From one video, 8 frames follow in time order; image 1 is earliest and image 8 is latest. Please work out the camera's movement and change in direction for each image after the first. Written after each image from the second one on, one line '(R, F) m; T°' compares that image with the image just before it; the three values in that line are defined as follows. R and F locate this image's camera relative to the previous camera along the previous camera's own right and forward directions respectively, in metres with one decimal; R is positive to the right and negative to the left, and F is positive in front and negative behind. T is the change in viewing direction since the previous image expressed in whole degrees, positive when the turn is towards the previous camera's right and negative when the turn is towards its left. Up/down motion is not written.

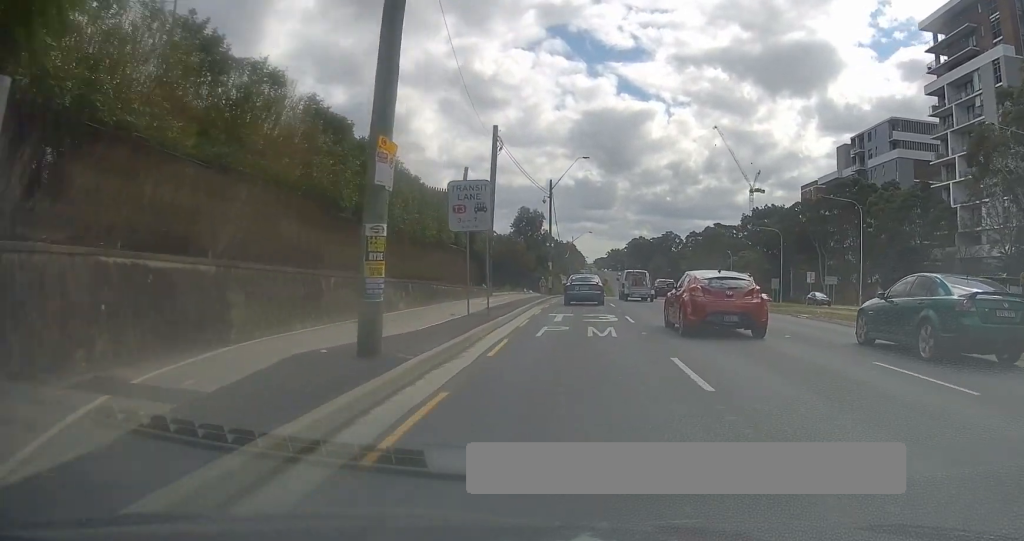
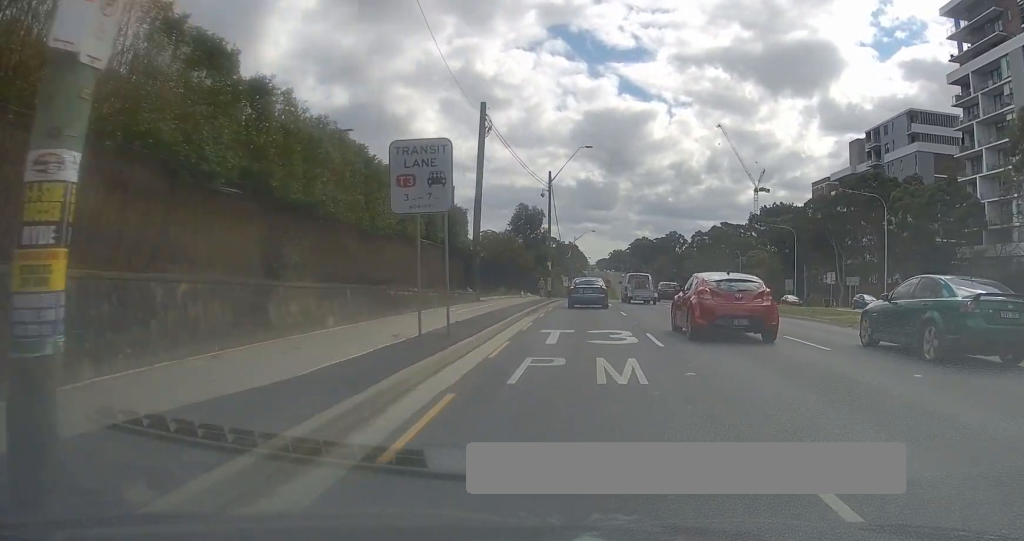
(+0.1, +6.3) m; 0°
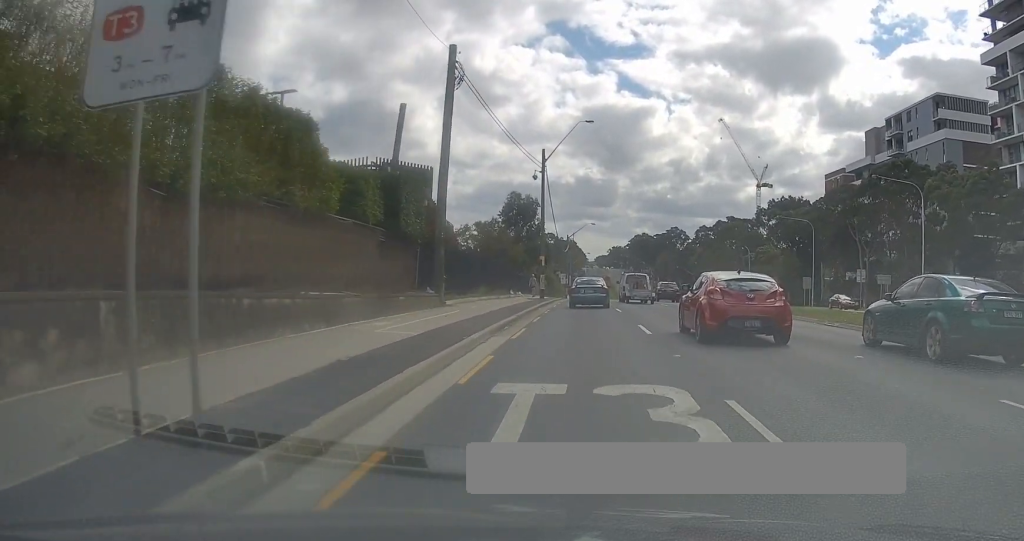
(-0.1, +9.3) m; 0°
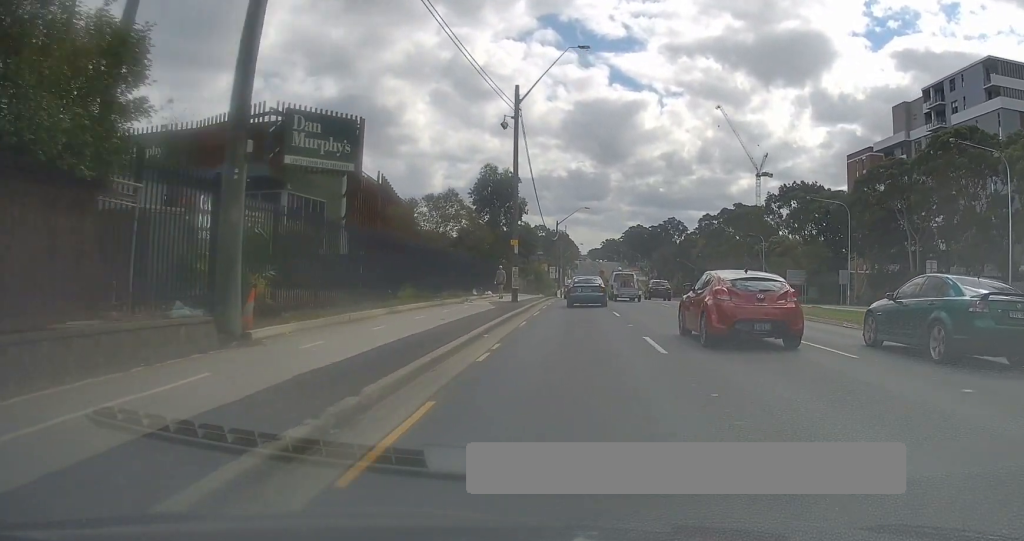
(-0.1, +16.2) m; -1°
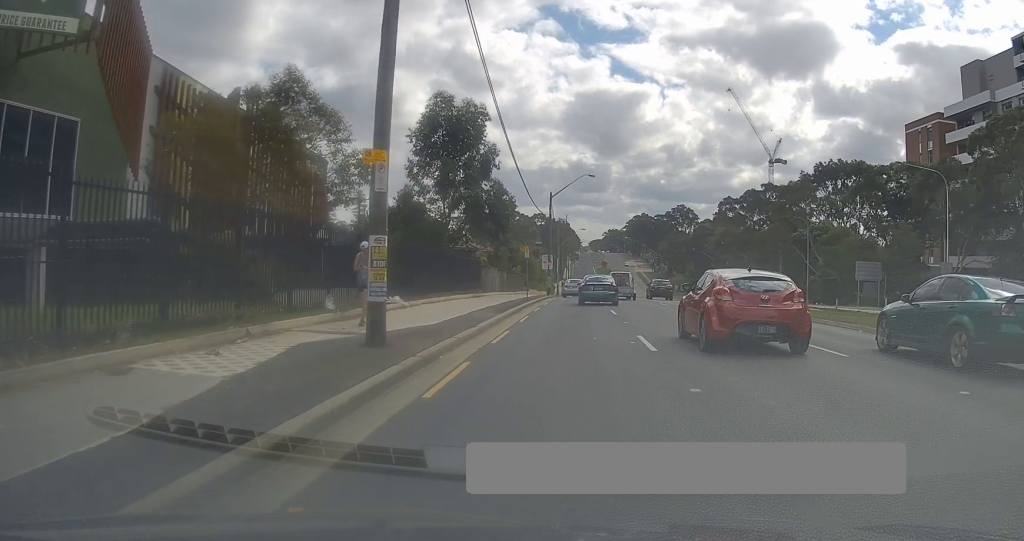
(-0.4, +23.2) m; 0°
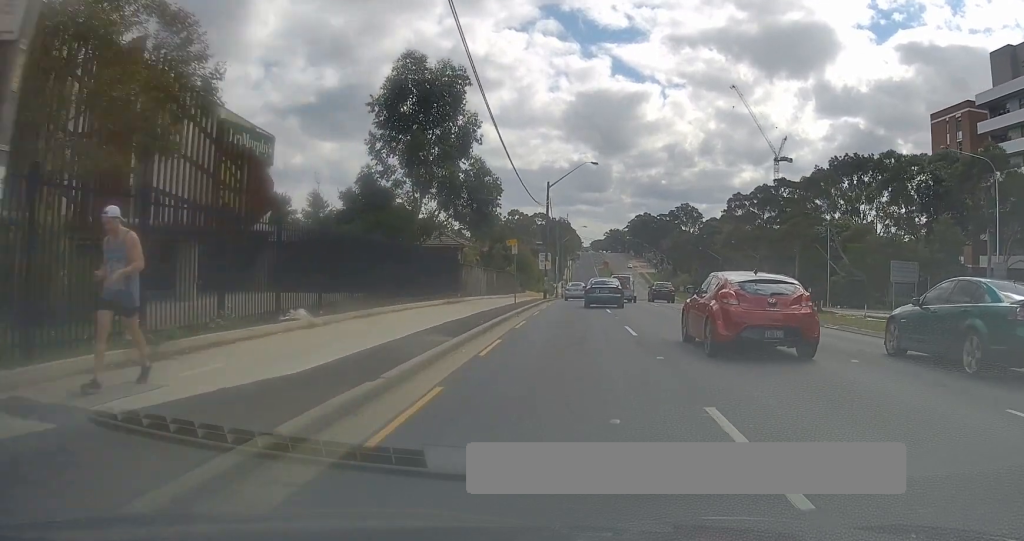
(+0.2, +7.7) m; 0°
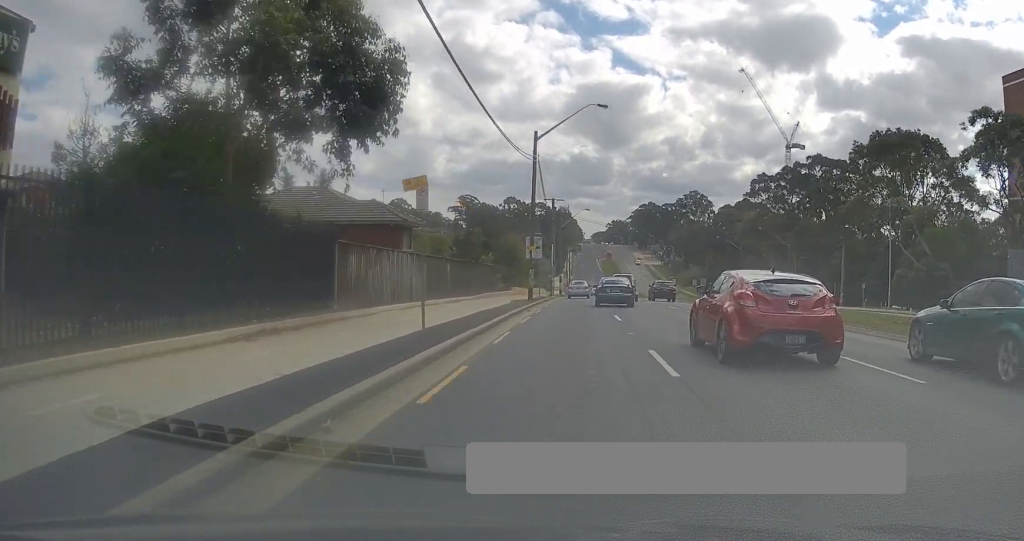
(+0.1, +18.6) m; 0°
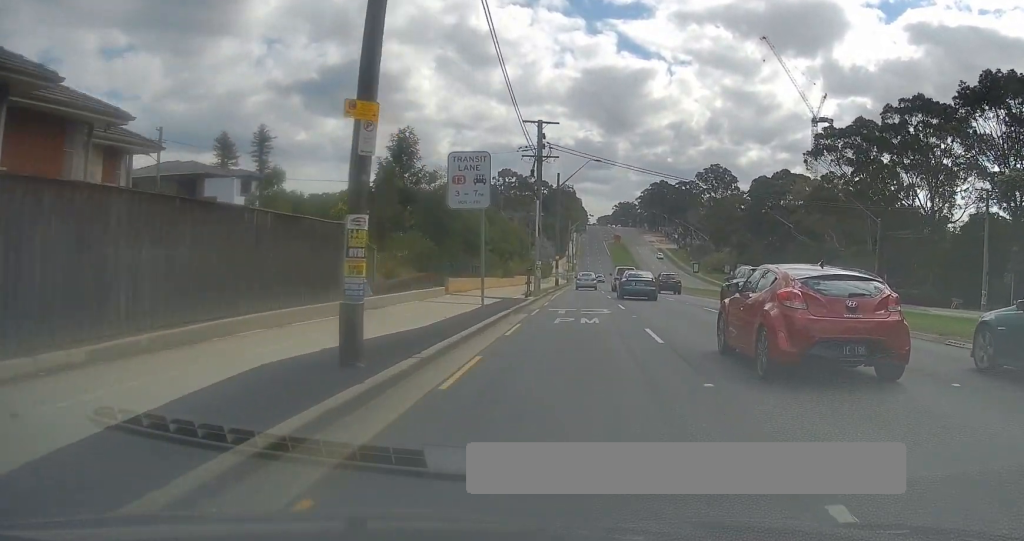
(-0.2, +32.2) m; 0°
